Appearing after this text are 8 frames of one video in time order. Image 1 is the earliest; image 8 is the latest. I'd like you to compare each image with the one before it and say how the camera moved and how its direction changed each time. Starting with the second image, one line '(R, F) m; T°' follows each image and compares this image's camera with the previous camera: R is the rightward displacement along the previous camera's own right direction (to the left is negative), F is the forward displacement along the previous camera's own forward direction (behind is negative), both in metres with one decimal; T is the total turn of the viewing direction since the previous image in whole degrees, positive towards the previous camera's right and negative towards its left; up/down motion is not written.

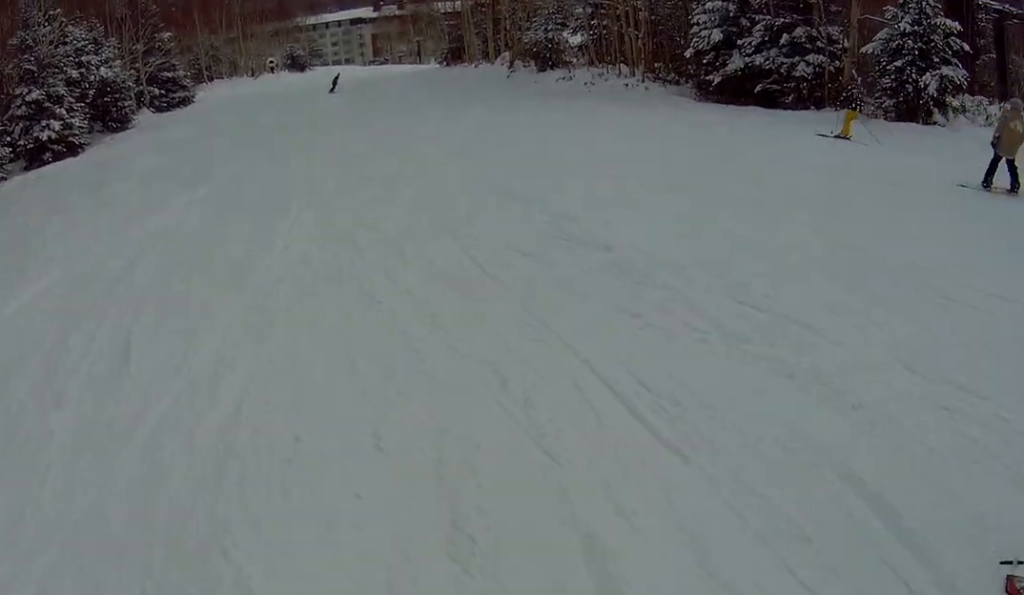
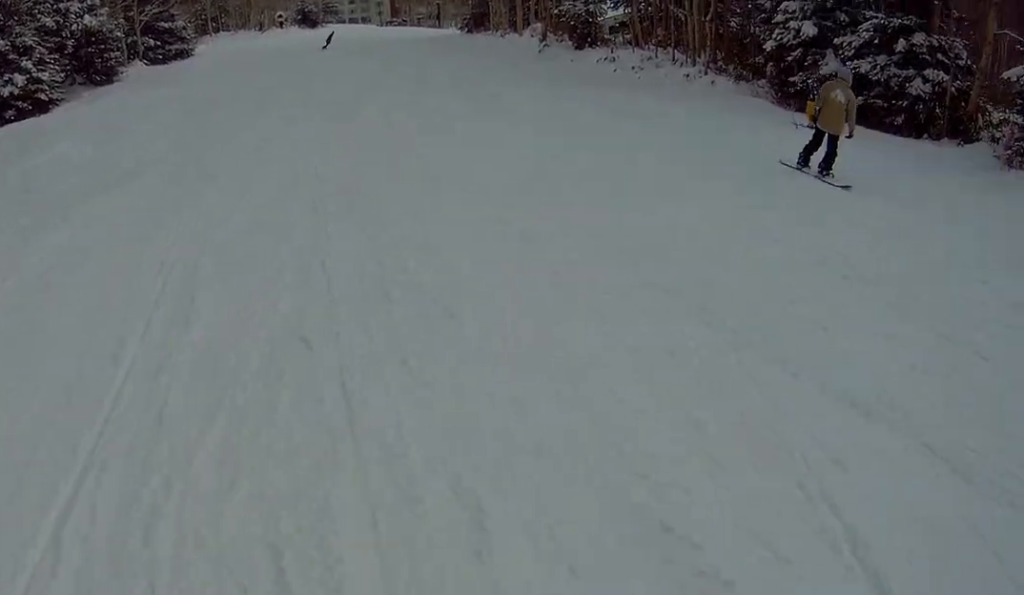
(-0.6, +10.8) m; -5°
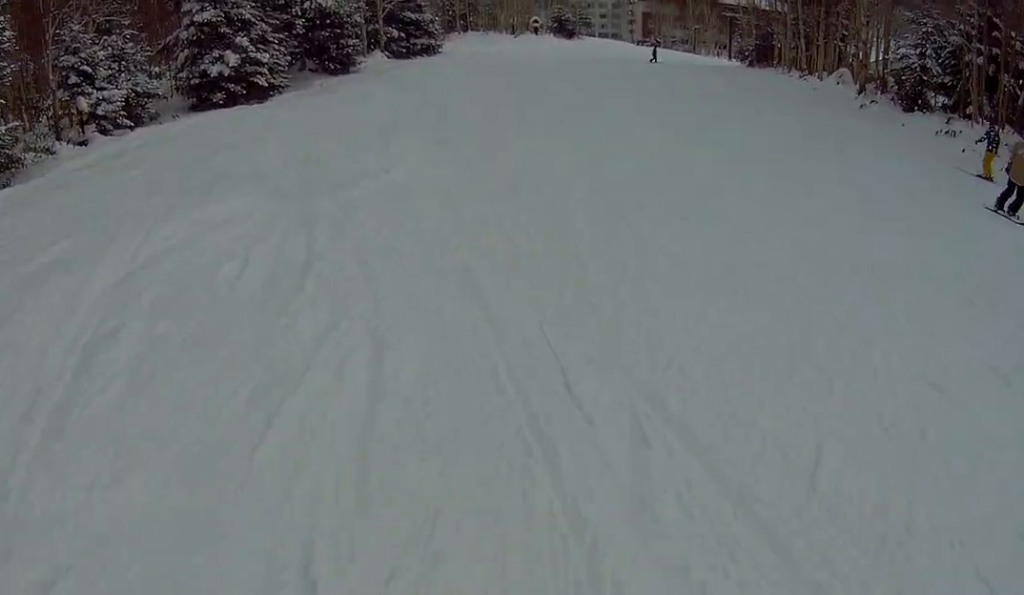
(-0.1, +12.1) m; -1°
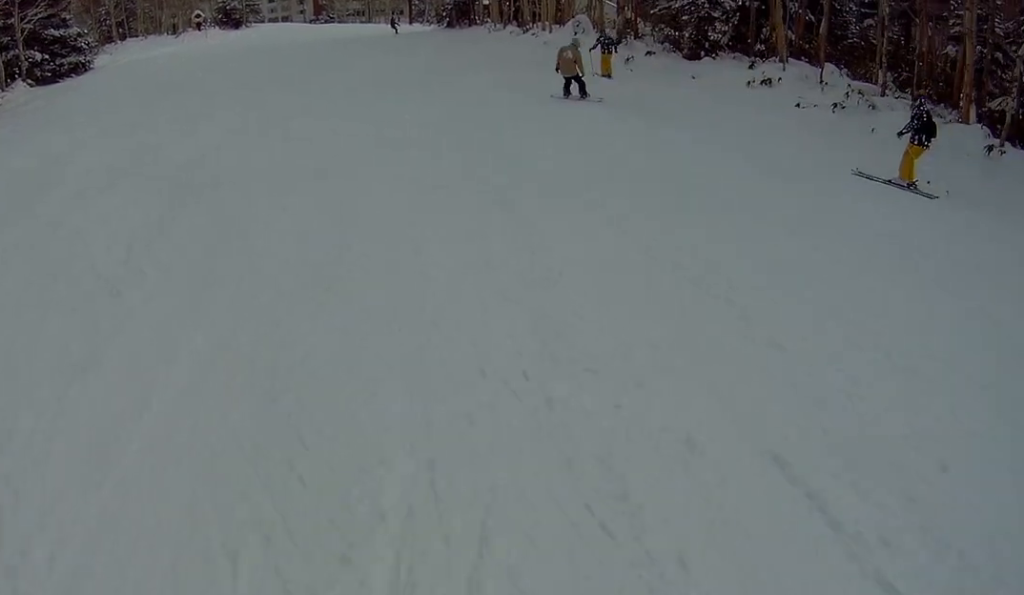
(+0.2, +13.4) m; +20°
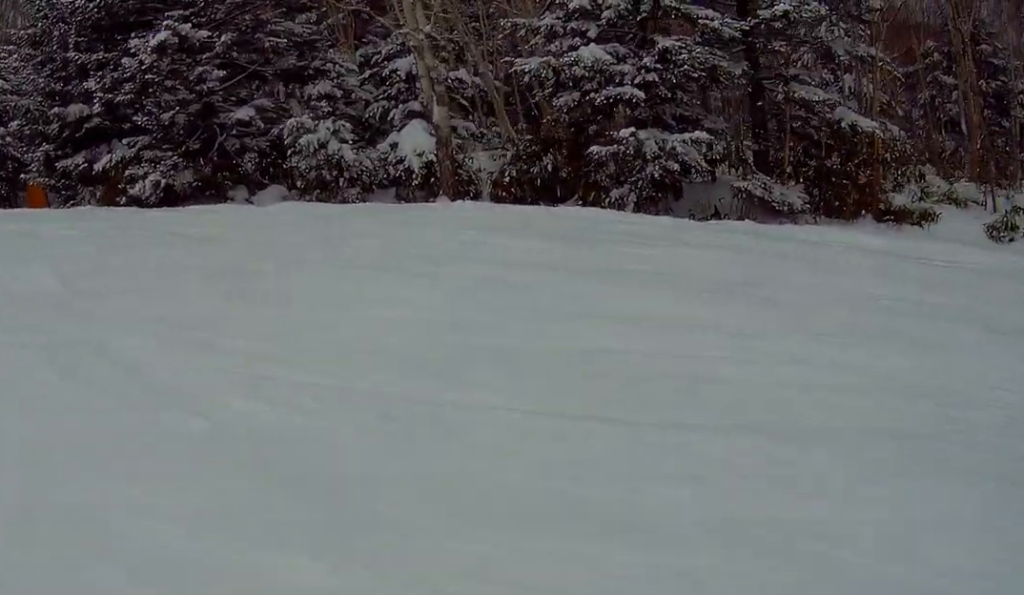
(+5.1, +11.0) m; +47°
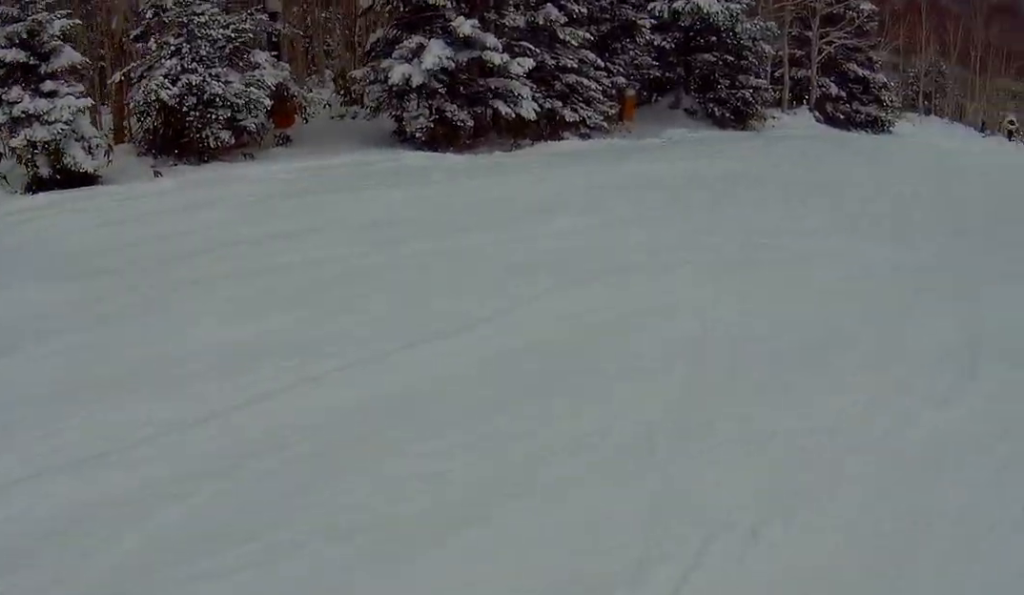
(+2.1, +8.5) m; +26°
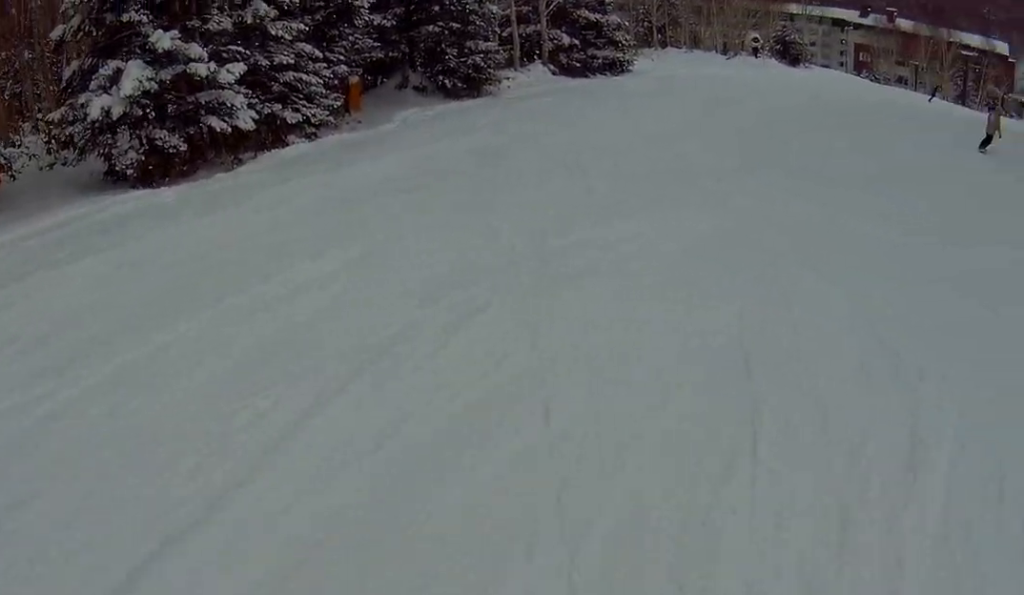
(+1.3, +5.6) m; +5°
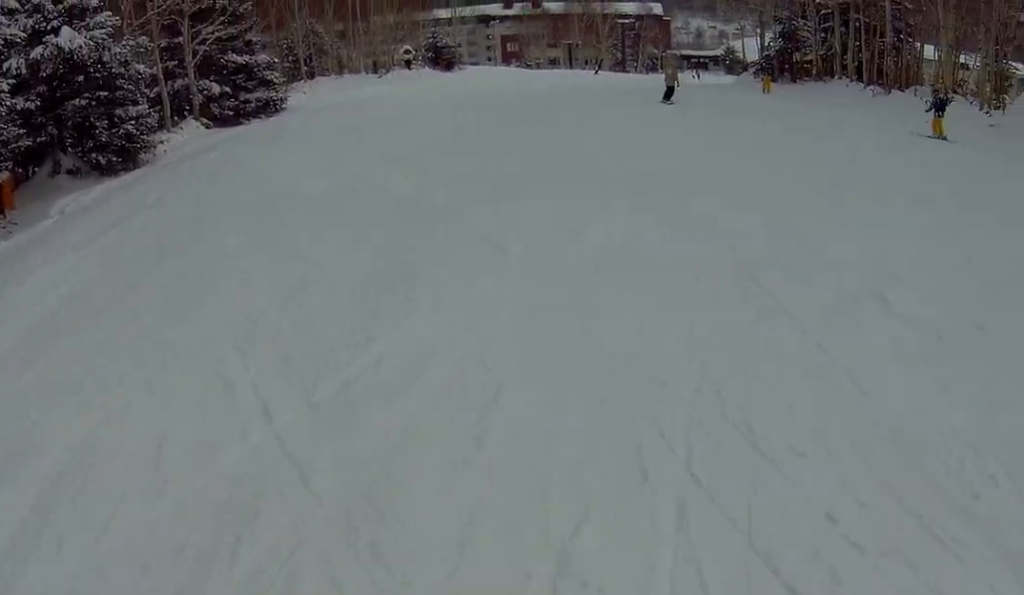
(+0.7, +7.0) m; +4°
